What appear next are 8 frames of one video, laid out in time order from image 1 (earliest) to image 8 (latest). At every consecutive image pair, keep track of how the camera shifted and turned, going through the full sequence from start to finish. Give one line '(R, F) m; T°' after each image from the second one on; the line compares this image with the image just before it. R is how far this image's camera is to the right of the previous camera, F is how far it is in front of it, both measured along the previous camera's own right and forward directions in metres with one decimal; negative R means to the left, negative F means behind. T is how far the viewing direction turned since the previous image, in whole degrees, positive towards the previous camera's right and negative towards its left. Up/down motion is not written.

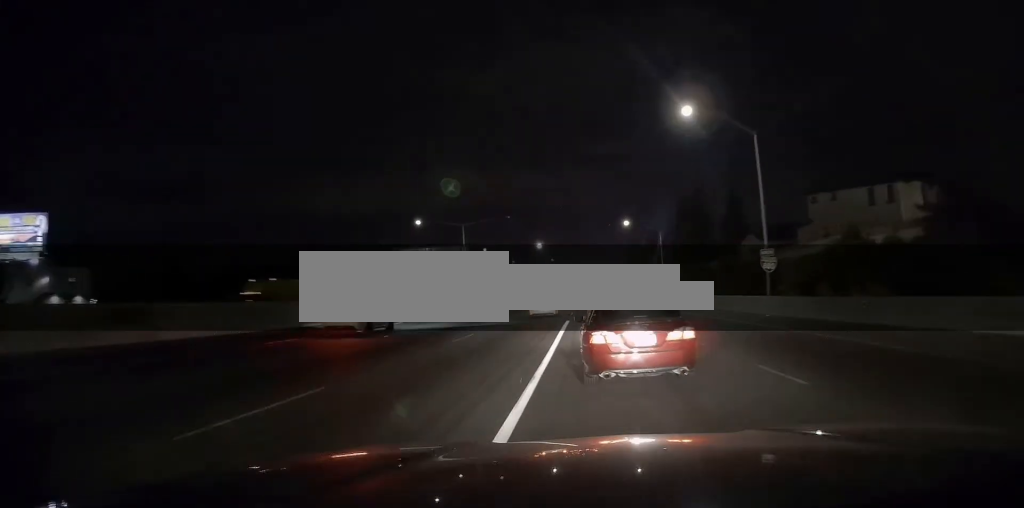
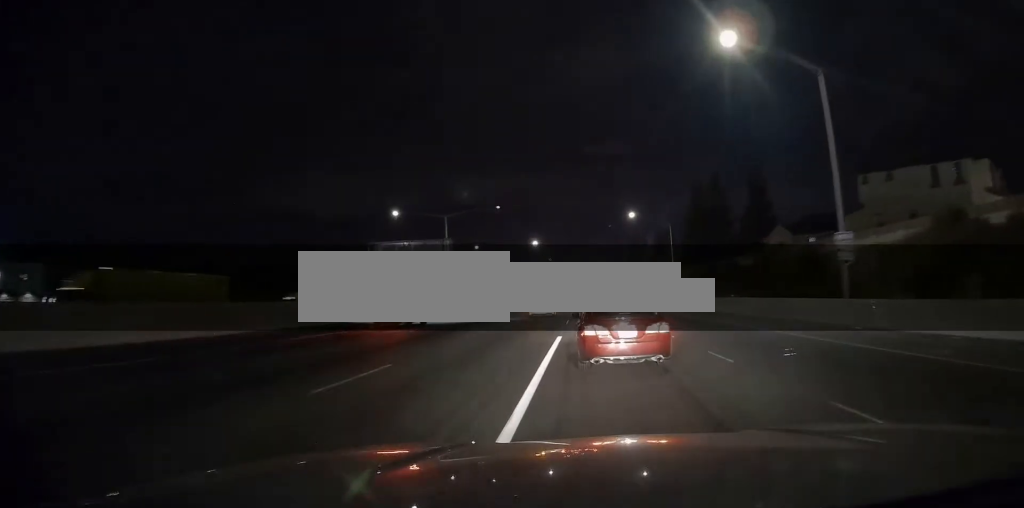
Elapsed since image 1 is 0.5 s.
(0.0, +11.0) m; 0°
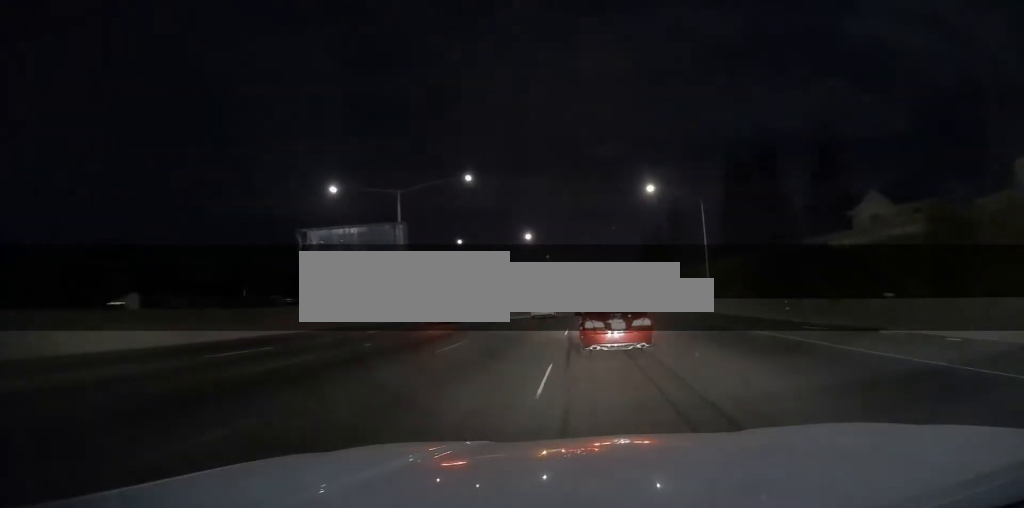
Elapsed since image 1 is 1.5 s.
(-0.1, +20.3) m; +1°
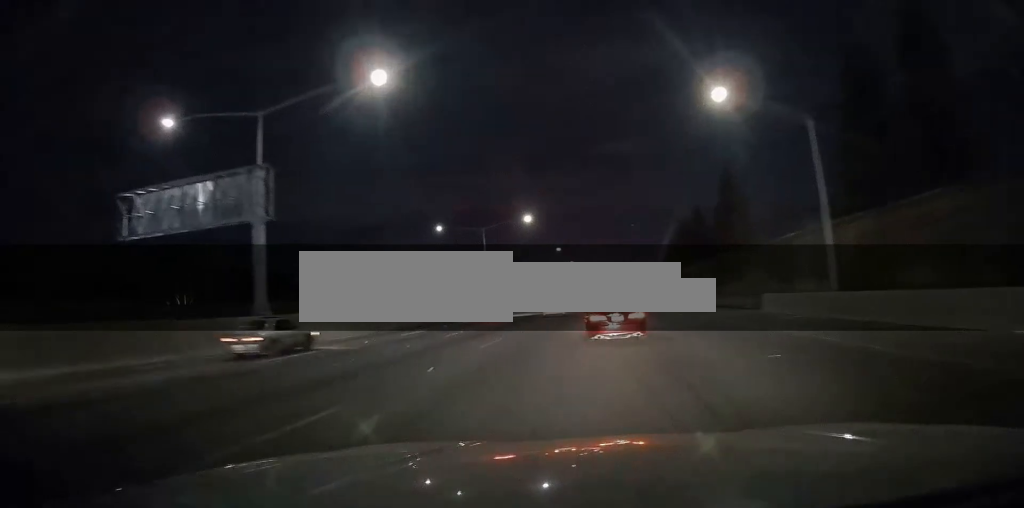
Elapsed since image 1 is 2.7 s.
(+0.1, +26.9) m; -1°
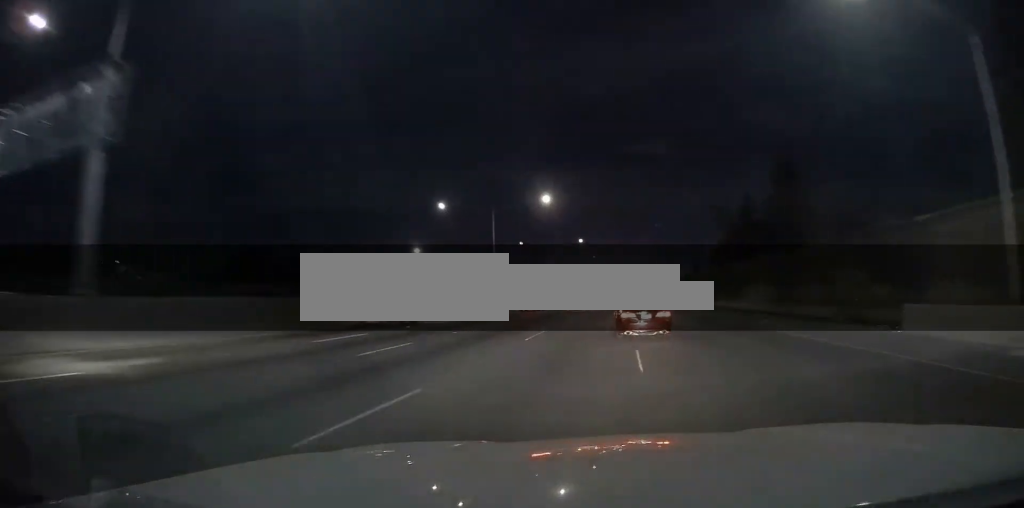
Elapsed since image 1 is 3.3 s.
(-0.3, +13.4) m; -1°
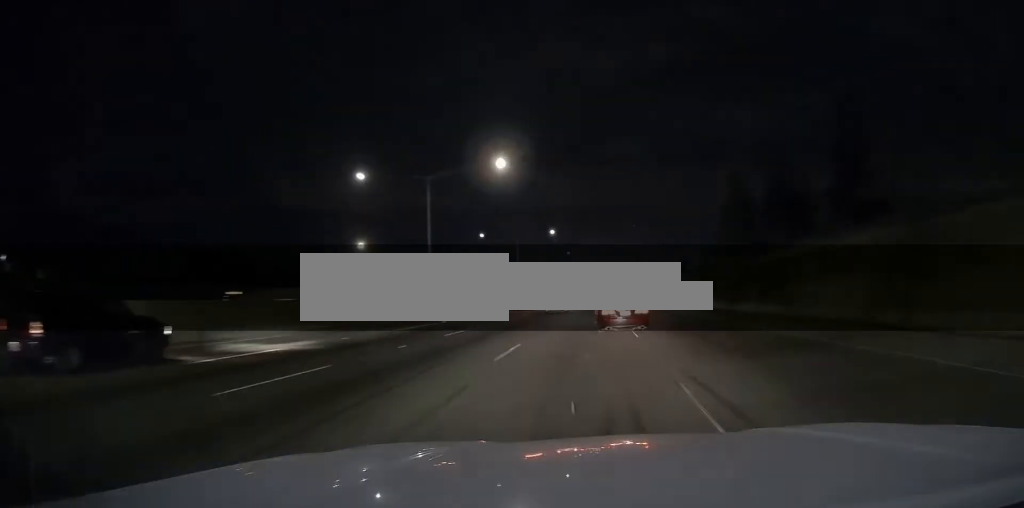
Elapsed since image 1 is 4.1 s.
(0.0, +20.8) m; 0°
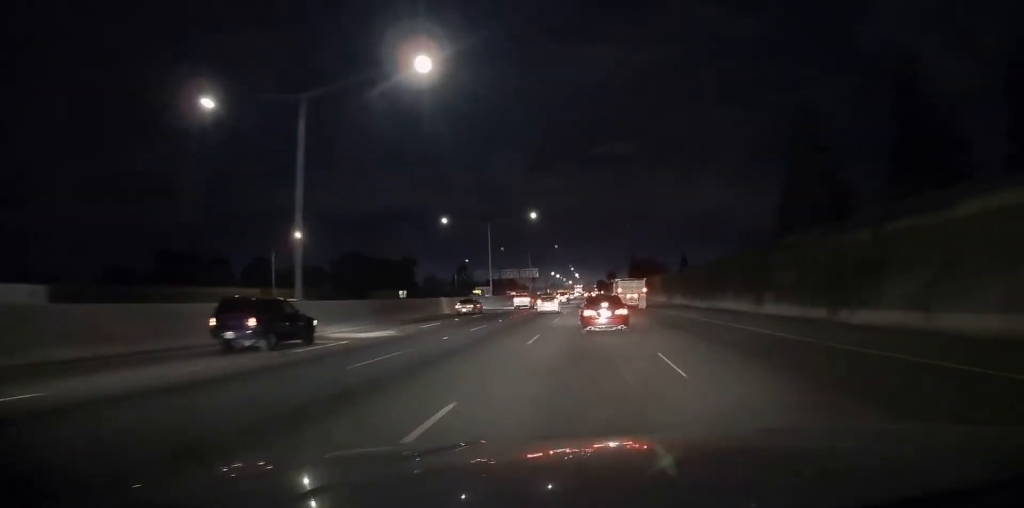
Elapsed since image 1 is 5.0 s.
(+0.1, +23.4) m; 0°
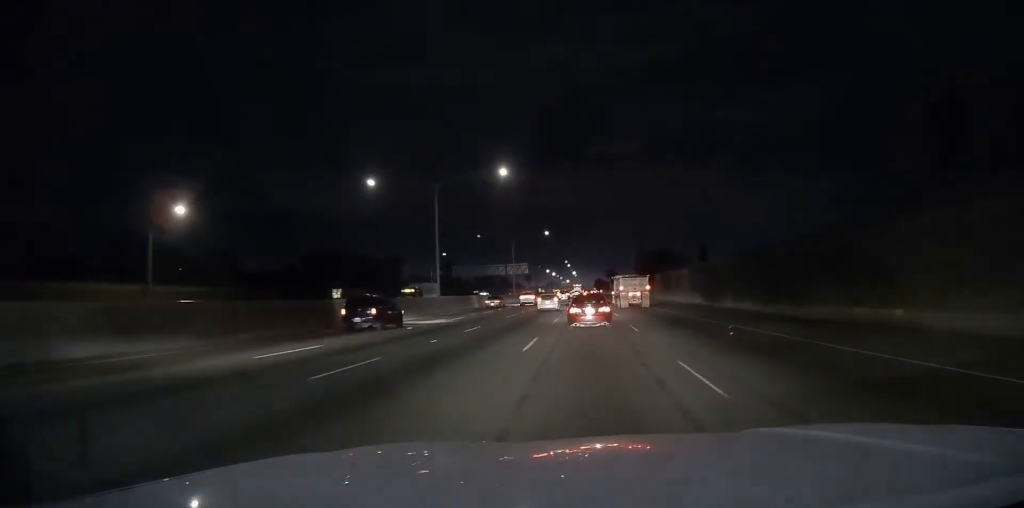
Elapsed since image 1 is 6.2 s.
(-0.3, +32.1) m; 0°
